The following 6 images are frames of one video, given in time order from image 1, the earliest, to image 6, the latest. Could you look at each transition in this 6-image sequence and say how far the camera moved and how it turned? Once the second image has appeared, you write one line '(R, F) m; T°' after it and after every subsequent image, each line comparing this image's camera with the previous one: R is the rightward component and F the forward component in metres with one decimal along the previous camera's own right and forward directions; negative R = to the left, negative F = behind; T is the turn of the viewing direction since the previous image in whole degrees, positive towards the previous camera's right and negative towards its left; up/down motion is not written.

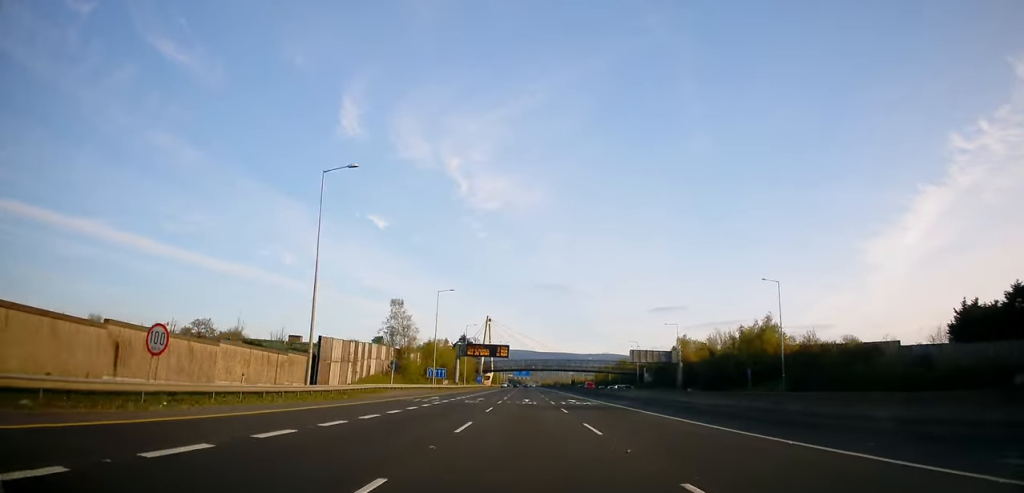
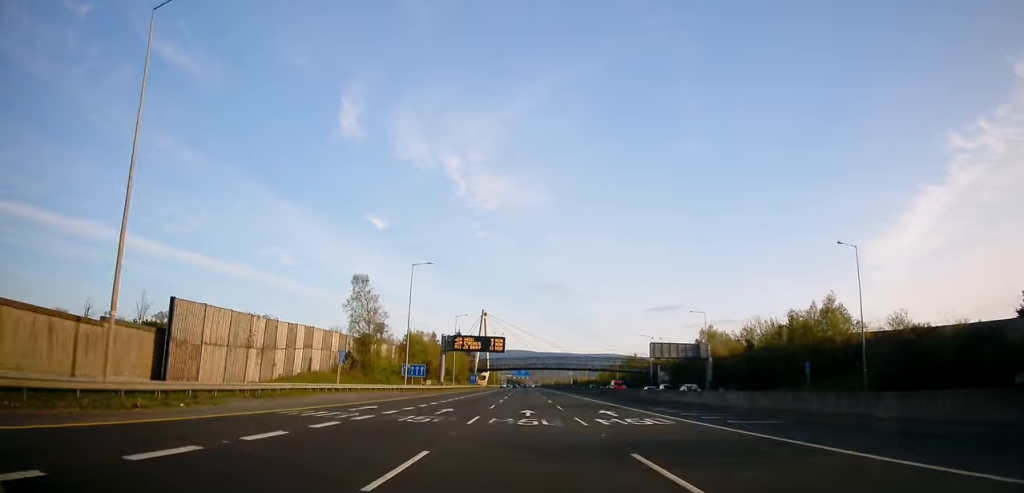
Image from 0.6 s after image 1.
(-0.1, +20.3) m; 0°
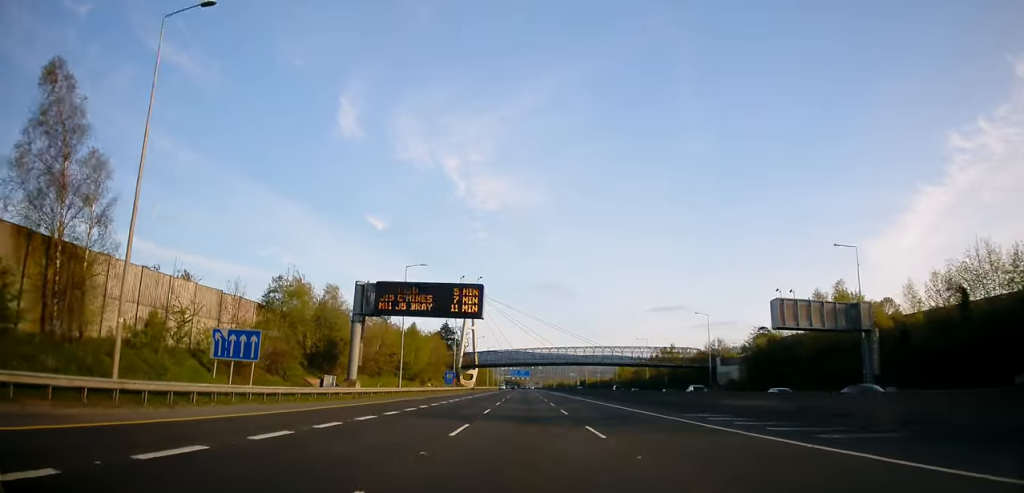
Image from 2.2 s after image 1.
(0.0, +50.8) m; +1°
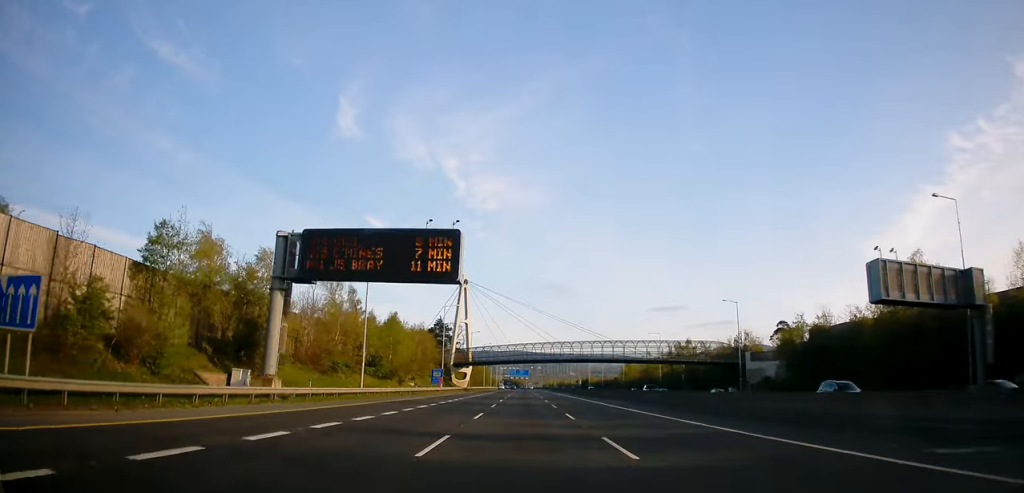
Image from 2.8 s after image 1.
(0.0, +16.5) m; 0°
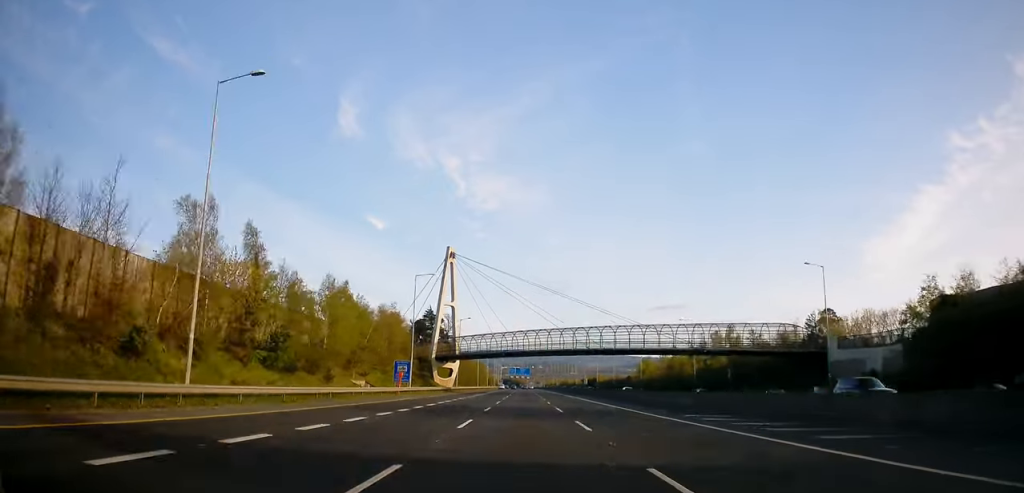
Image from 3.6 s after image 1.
(0.0, +27.8) m; 0°
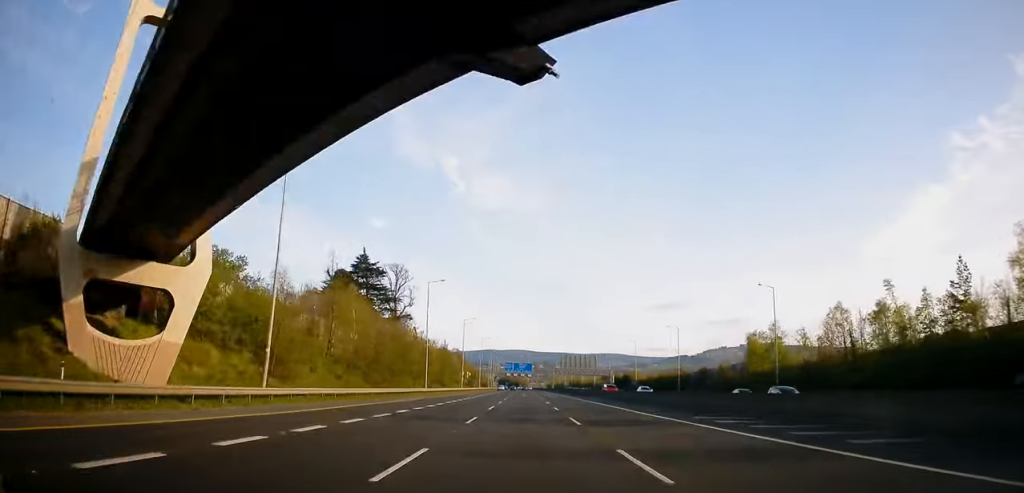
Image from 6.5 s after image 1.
(-0.4, +91.5) m; 0°
